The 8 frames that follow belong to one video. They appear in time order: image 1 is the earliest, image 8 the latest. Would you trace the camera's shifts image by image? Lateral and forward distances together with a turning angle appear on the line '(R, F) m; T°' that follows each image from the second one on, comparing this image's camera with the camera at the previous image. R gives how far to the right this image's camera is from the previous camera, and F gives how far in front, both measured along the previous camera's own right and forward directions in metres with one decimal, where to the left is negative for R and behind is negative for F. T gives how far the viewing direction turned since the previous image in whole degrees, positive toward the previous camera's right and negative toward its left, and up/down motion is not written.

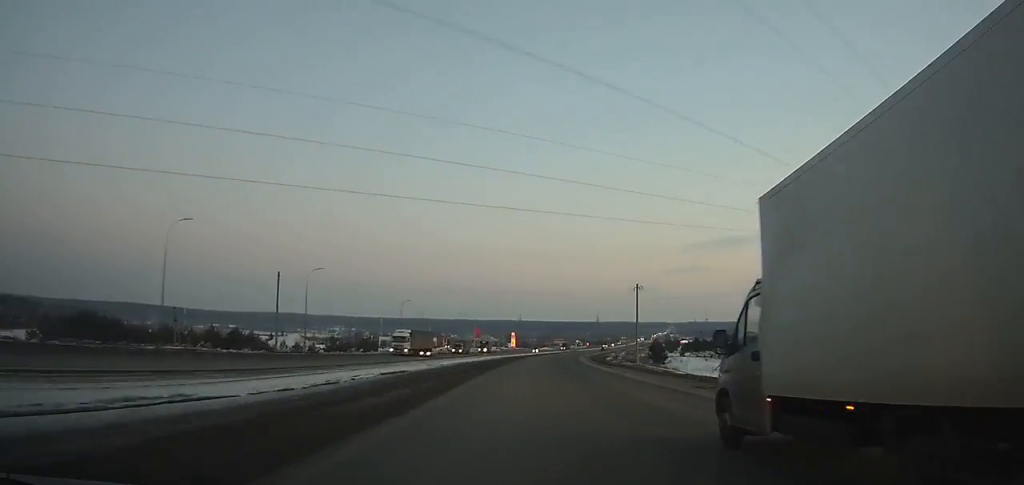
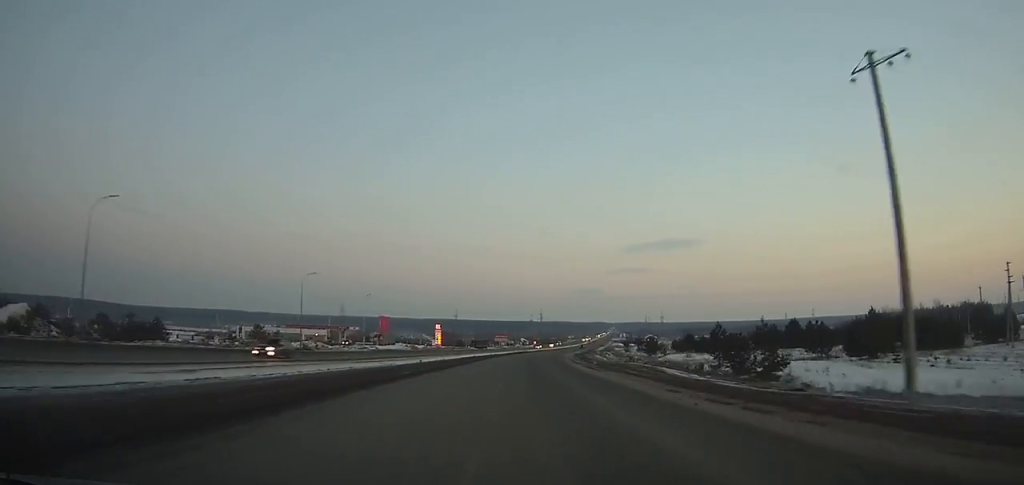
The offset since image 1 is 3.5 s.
(+3.6, +76.7) m; +5°
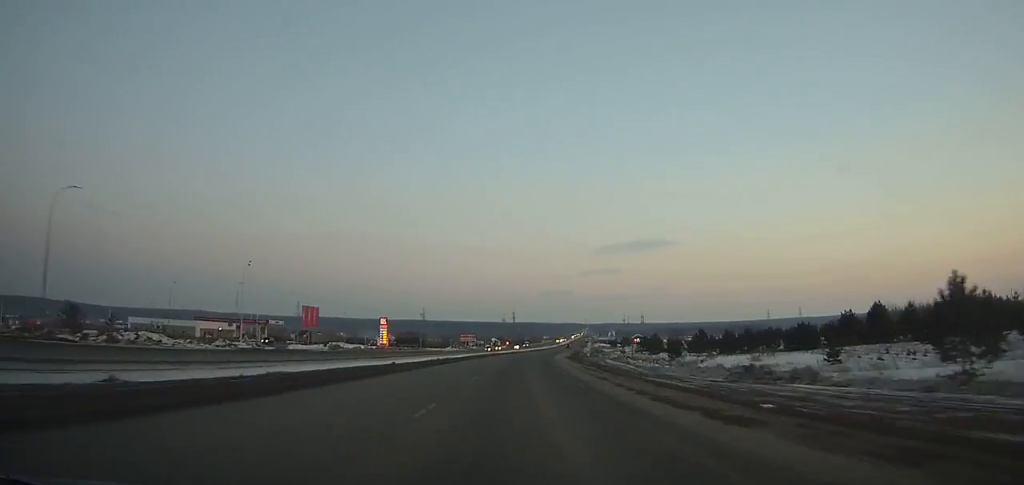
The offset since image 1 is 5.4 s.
(+0.9, +42.3) m; +2°
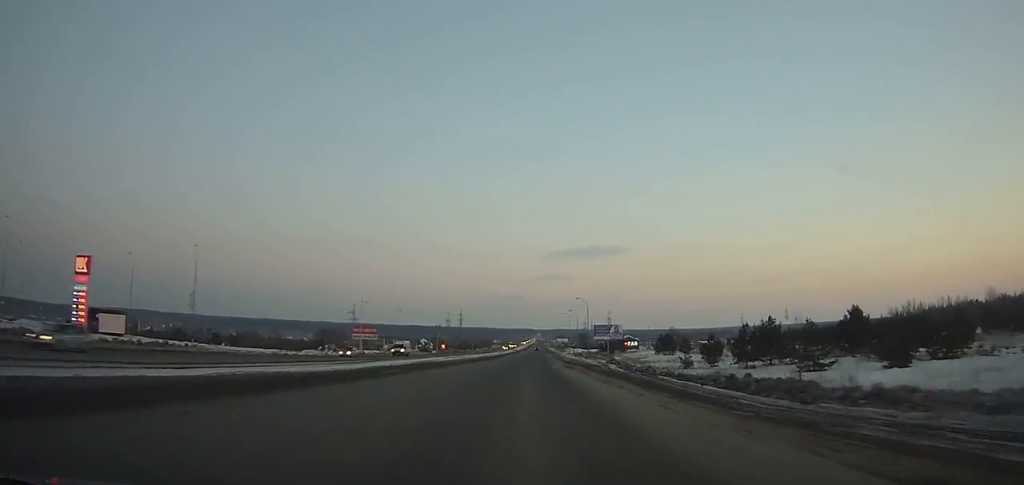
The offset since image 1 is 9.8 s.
(+4.2, +99.4) m; +4°
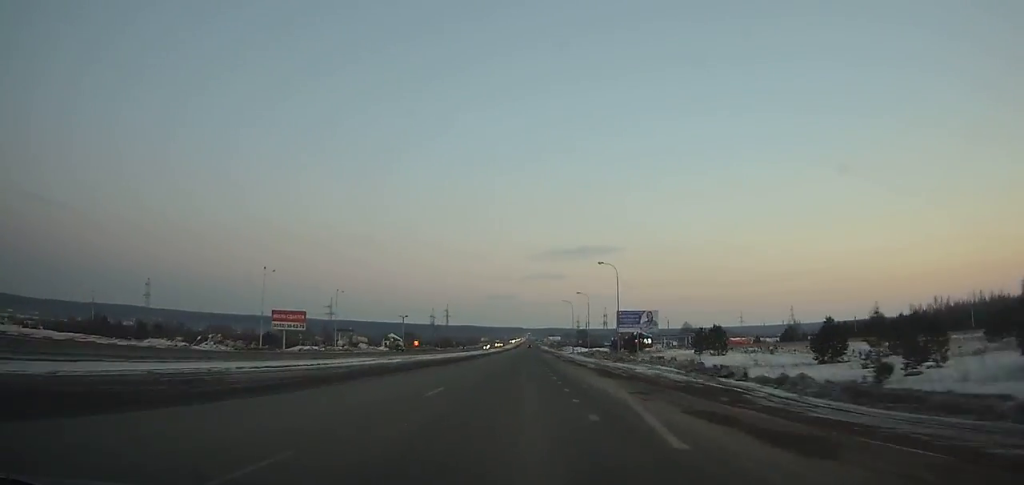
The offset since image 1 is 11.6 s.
(+0.4, +41.2) m; +1°
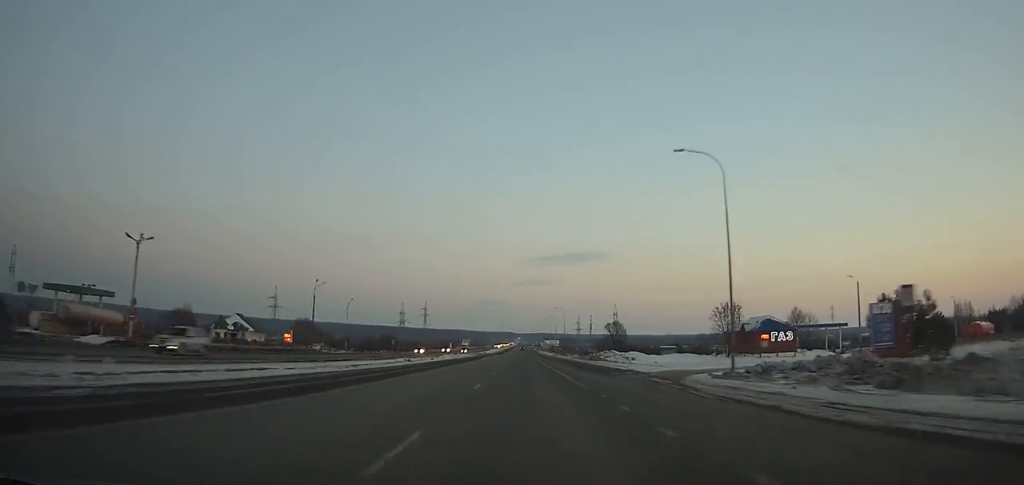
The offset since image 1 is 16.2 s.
(+0.8, +106.8) m; +1°
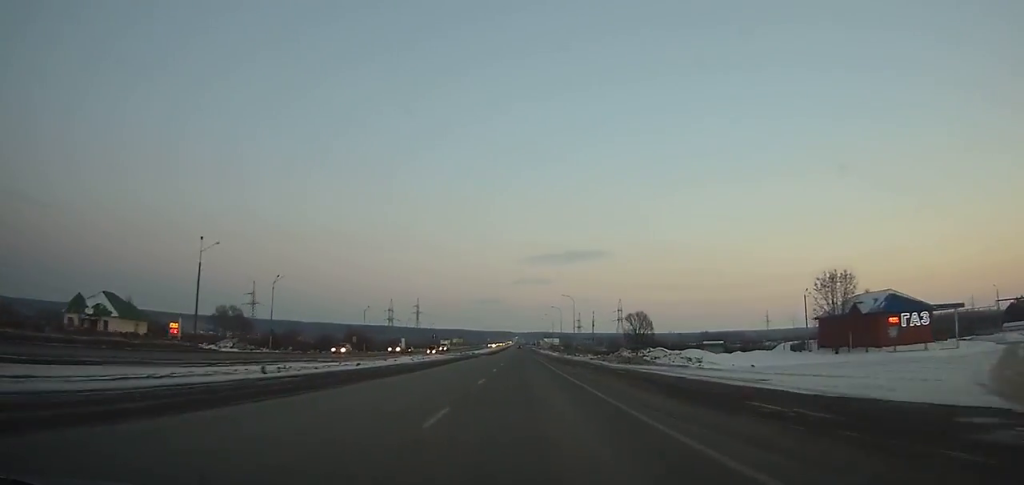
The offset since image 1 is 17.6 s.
(+0.1, +32.9) m; 0°
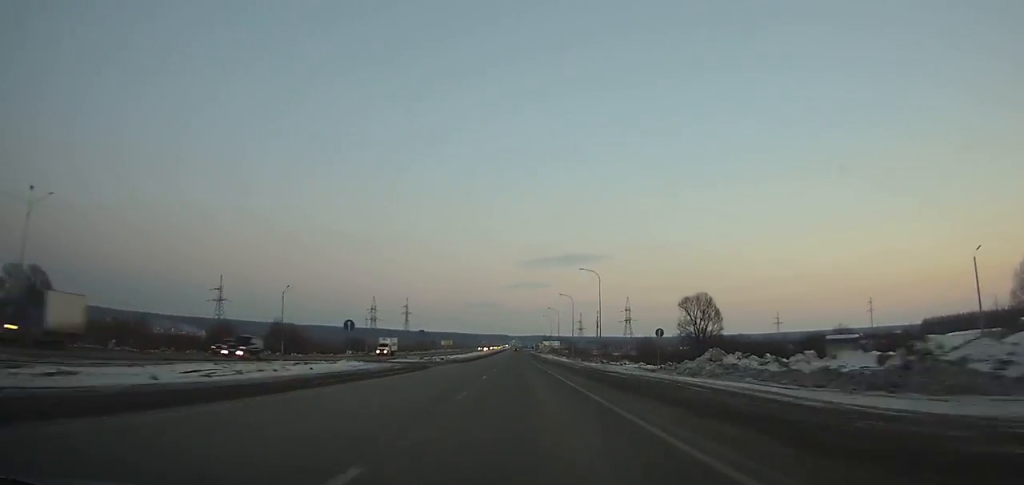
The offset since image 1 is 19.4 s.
(+0.2, +42.5) m; 0°
